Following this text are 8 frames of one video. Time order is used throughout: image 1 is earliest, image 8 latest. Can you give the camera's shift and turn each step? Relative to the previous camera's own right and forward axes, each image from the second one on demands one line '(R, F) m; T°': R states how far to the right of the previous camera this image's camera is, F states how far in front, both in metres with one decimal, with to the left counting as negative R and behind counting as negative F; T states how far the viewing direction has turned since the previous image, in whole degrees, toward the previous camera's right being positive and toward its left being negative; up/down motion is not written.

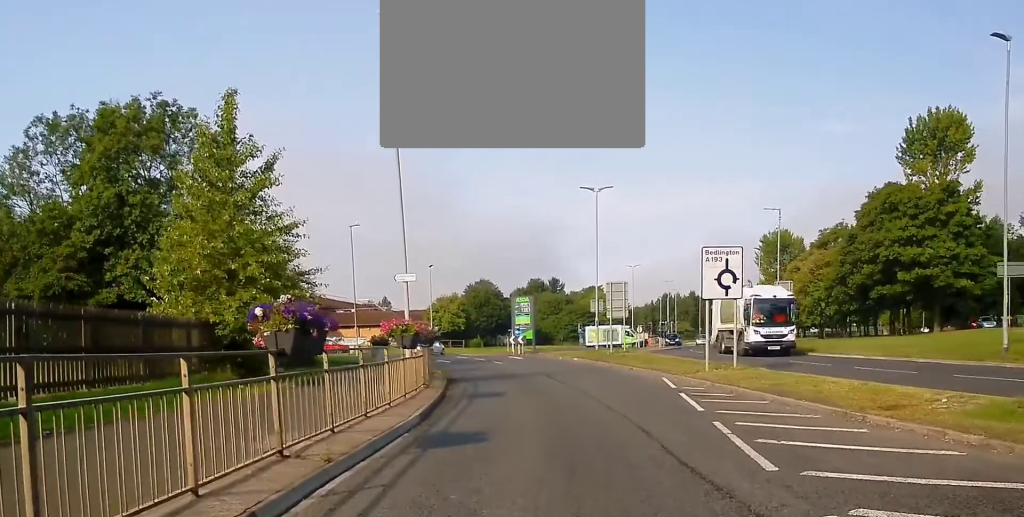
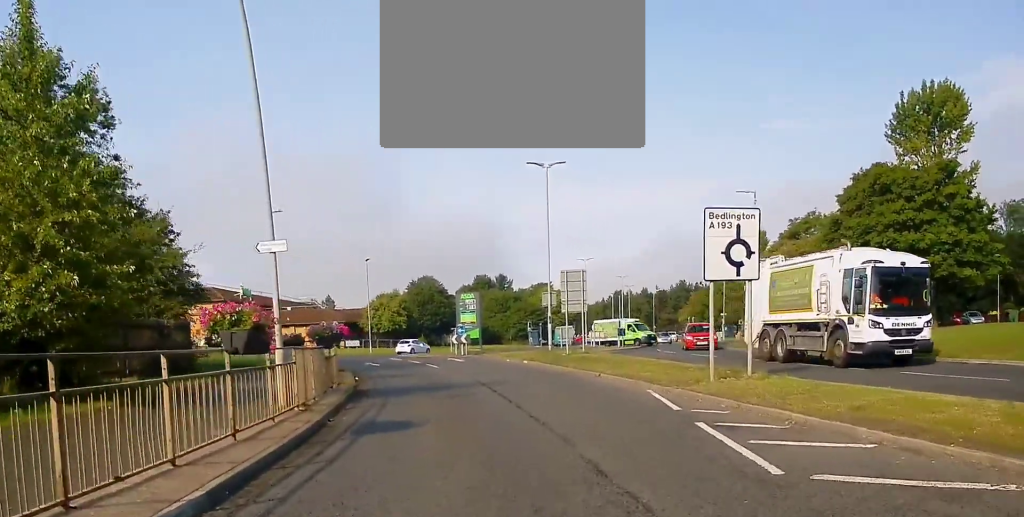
(+0.2, +6.6) m; +2°
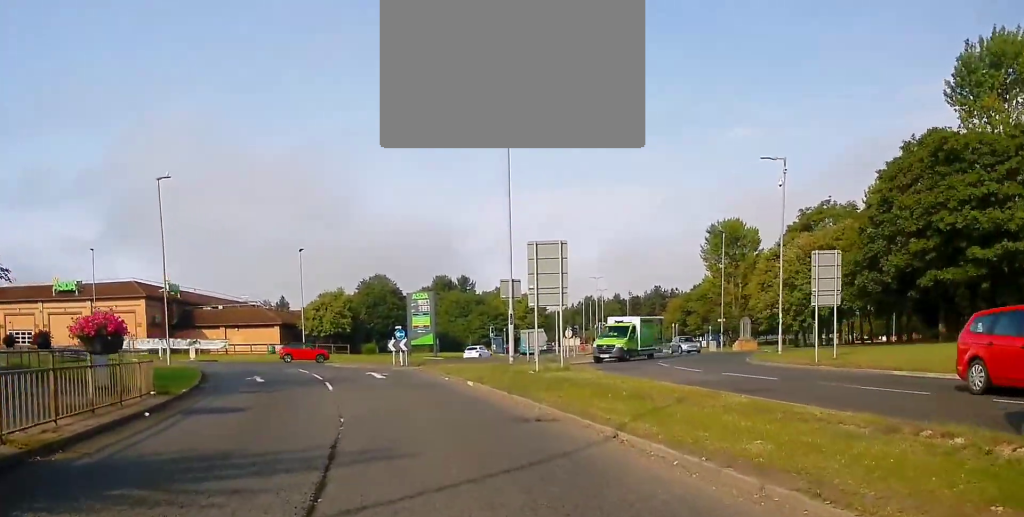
(+0.7, +13.2) m; +4°
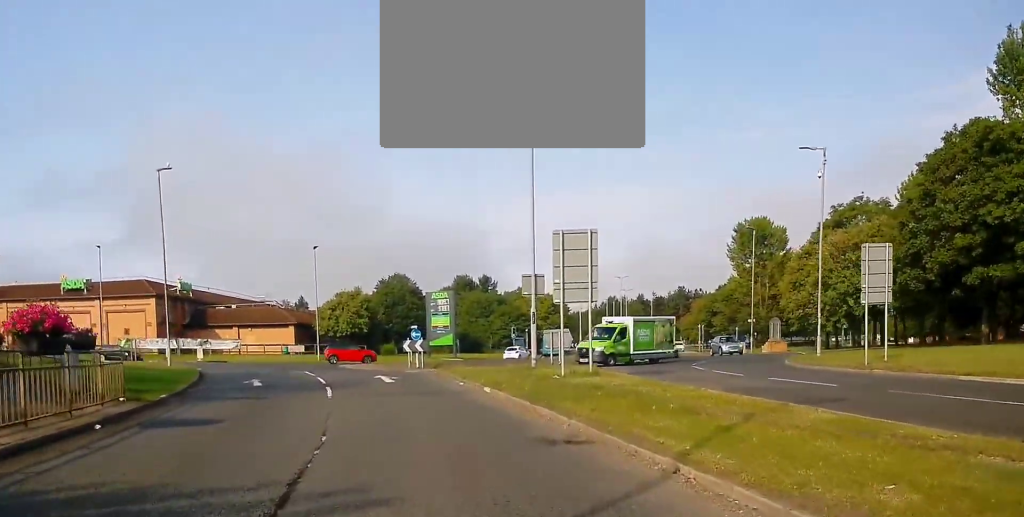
(+0.2, +2.6) m; 0°
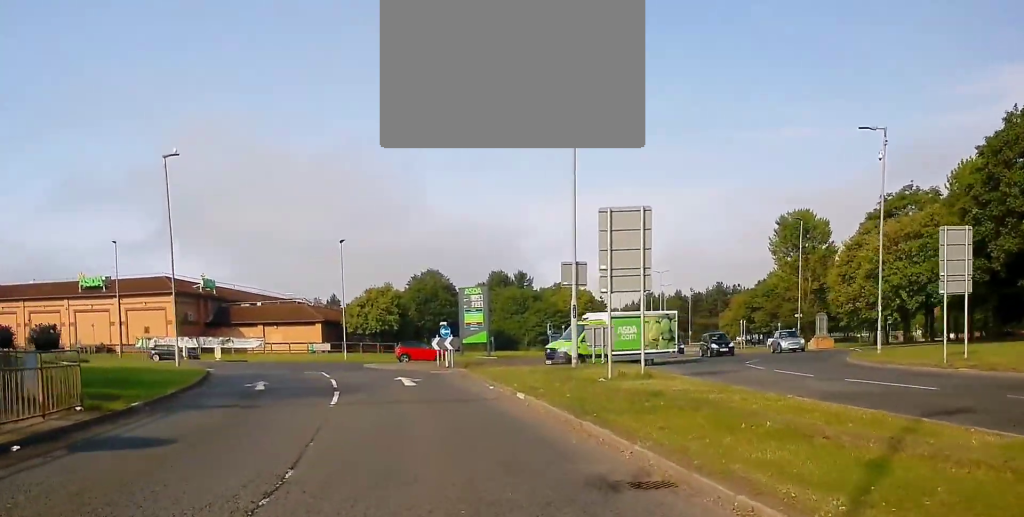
(-0.3, +3.0) m; -3°
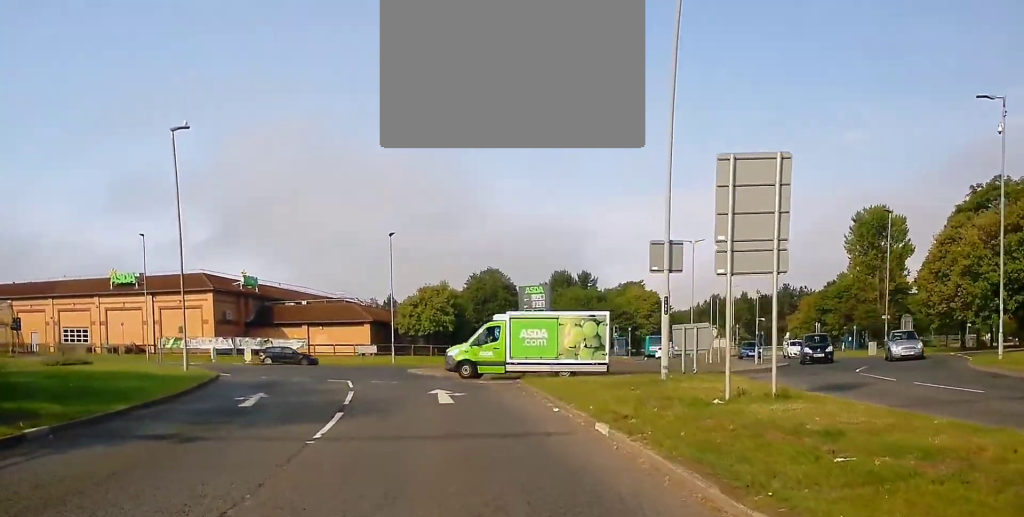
(-0.3, +5.4) m; -3°
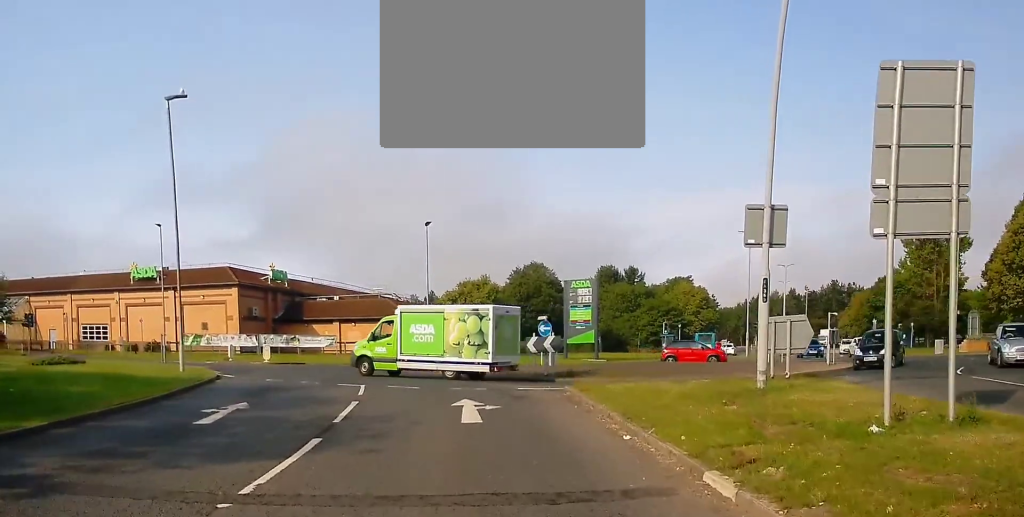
(0.0, +4.3) m; -1°
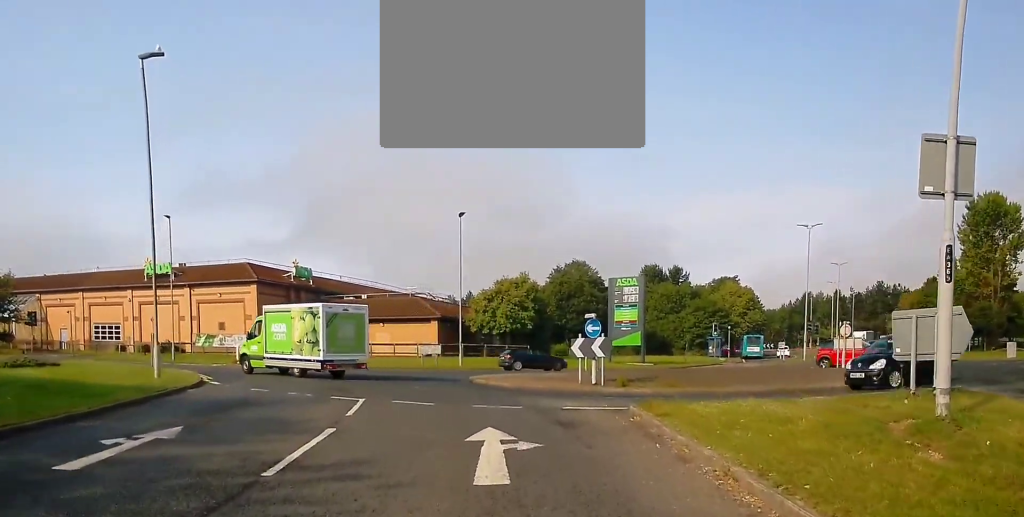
(-0.1, +5.0) m; -5°
